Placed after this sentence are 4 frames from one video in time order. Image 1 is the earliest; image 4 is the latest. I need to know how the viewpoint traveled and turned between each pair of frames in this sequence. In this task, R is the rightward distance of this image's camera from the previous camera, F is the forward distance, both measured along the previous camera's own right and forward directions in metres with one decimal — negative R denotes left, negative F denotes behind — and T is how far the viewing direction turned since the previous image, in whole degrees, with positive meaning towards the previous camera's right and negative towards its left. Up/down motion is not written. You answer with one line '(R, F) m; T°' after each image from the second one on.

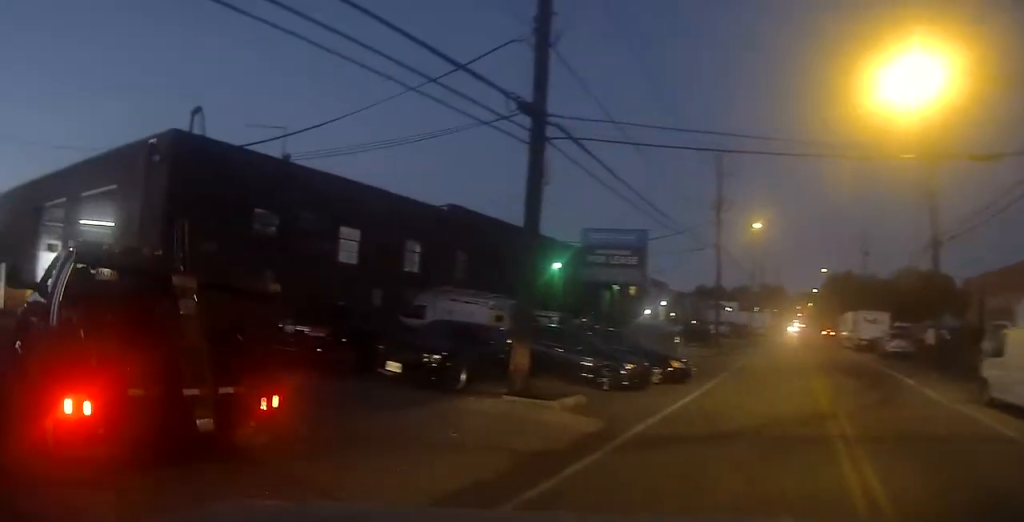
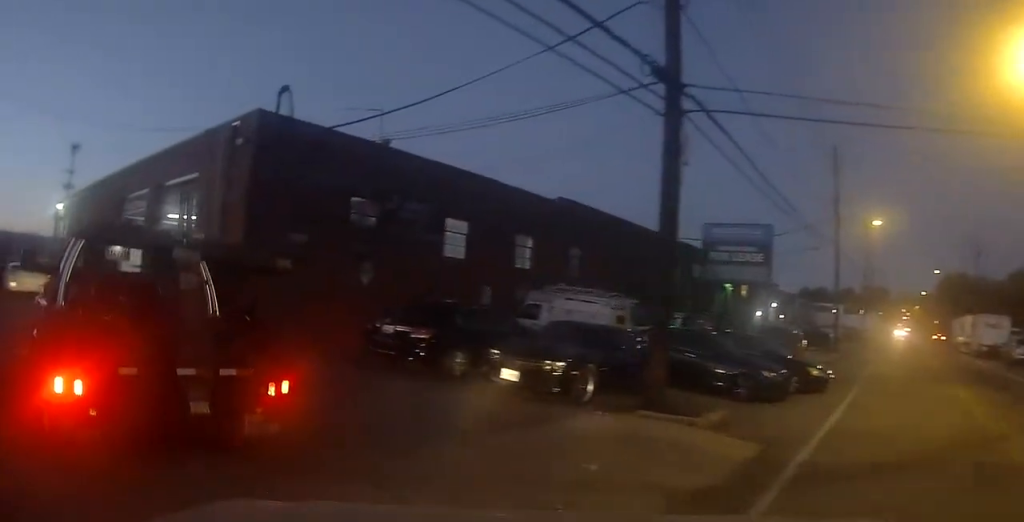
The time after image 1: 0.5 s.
(-0.2, +1.8) m; -9°
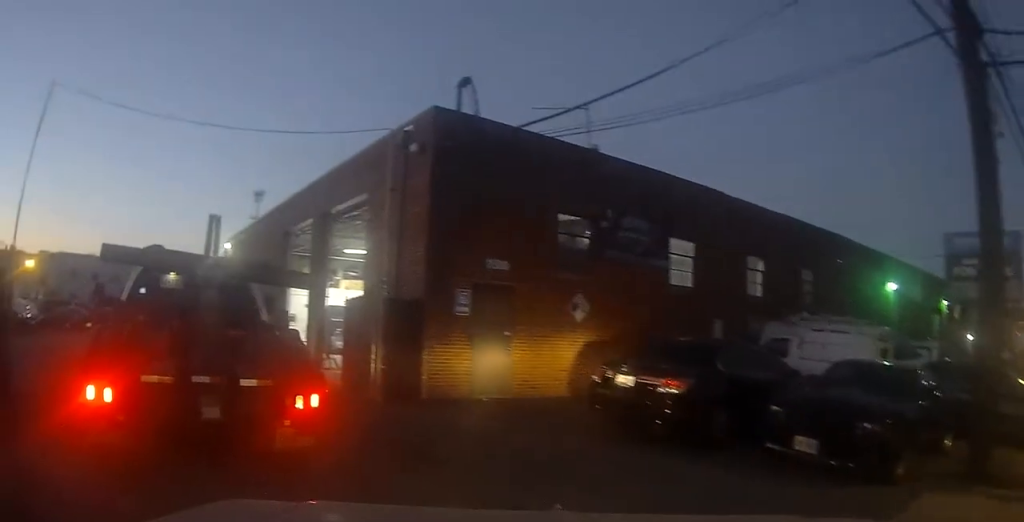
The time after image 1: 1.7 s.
(-0.6, +3.5) m; -19°
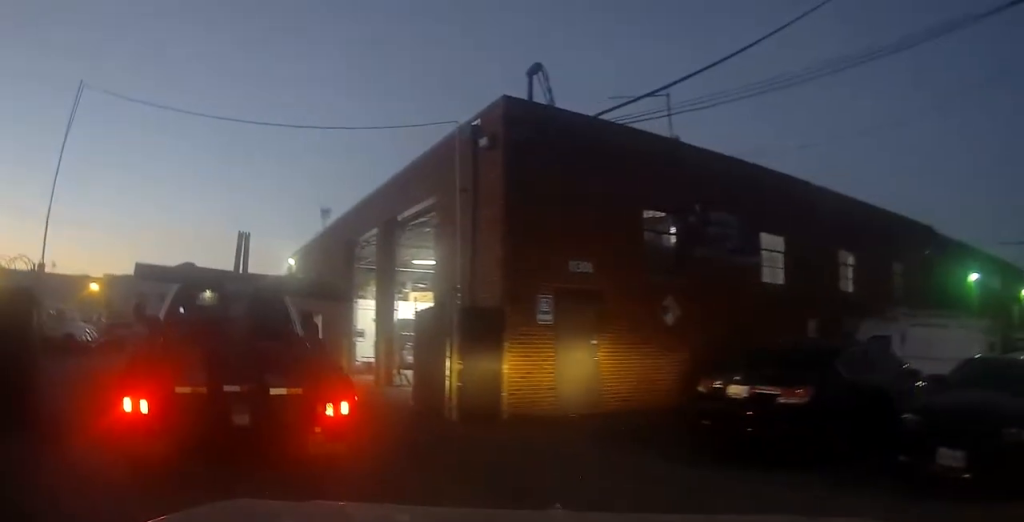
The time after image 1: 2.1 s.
(-0.1, +1.2) m; -6°
